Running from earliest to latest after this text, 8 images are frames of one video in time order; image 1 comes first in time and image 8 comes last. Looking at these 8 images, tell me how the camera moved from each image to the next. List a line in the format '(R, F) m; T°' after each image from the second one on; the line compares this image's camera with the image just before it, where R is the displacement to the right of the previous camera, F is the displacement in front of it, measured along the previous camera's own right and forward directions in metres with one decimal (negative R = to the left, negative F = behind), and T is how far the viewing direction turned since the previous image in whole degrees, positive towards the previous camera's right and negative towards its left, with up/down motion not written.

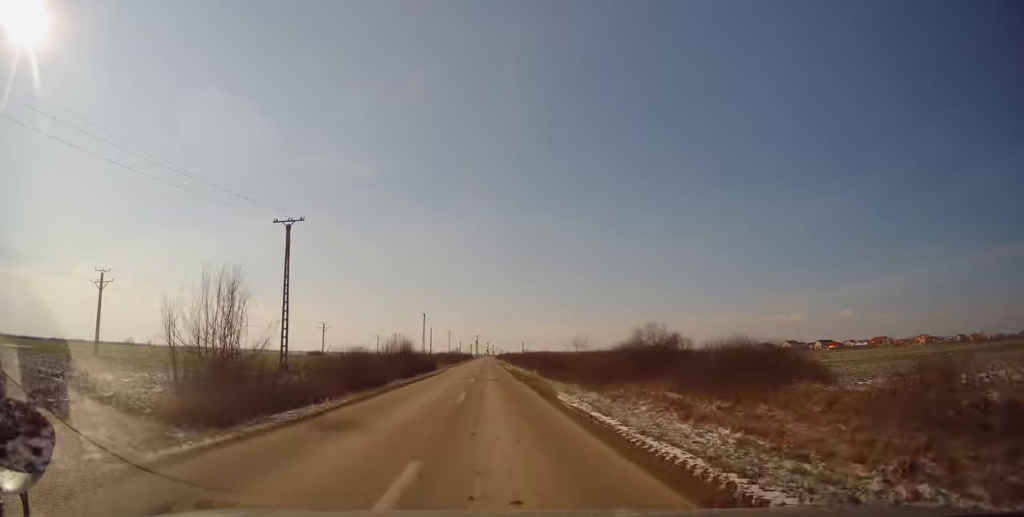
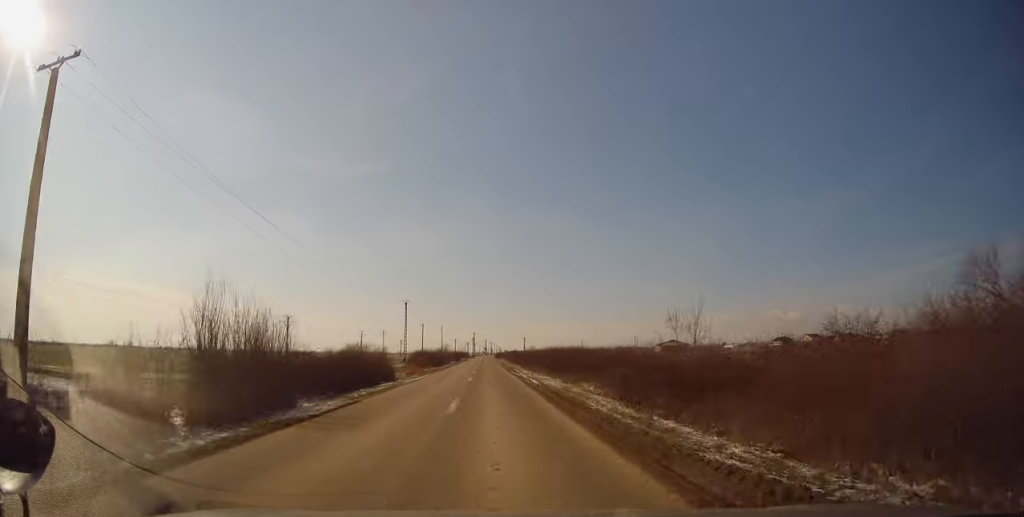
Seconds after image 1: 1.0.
(+0.3, +27.3) m; +1°
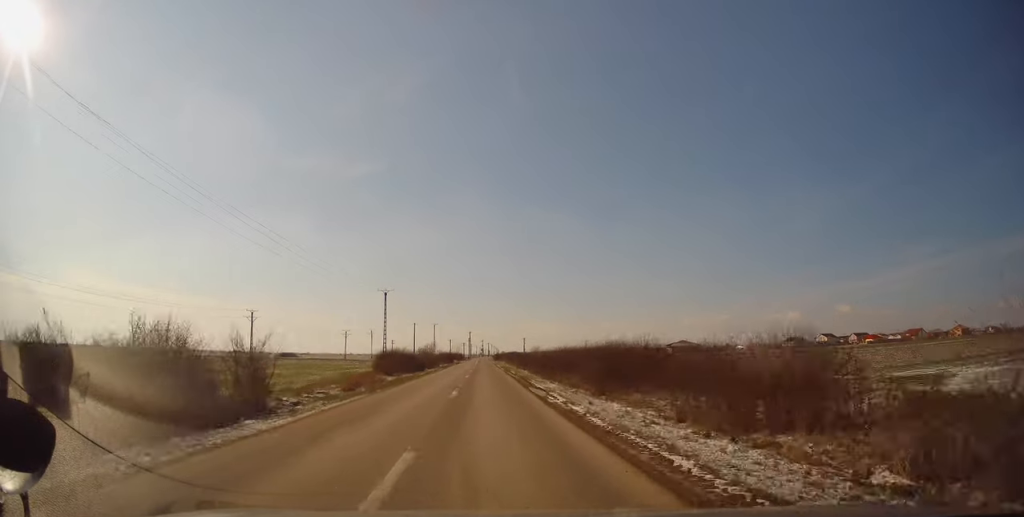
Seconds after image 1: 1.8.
(+0.1, +19.0) m; 0°
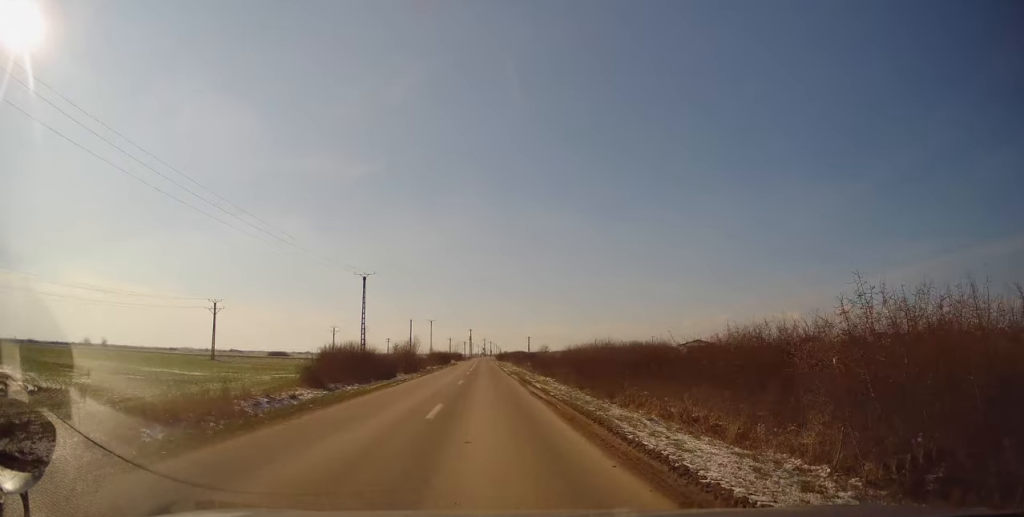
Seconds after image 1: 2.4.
(-0.1, +17.2) m; 0°
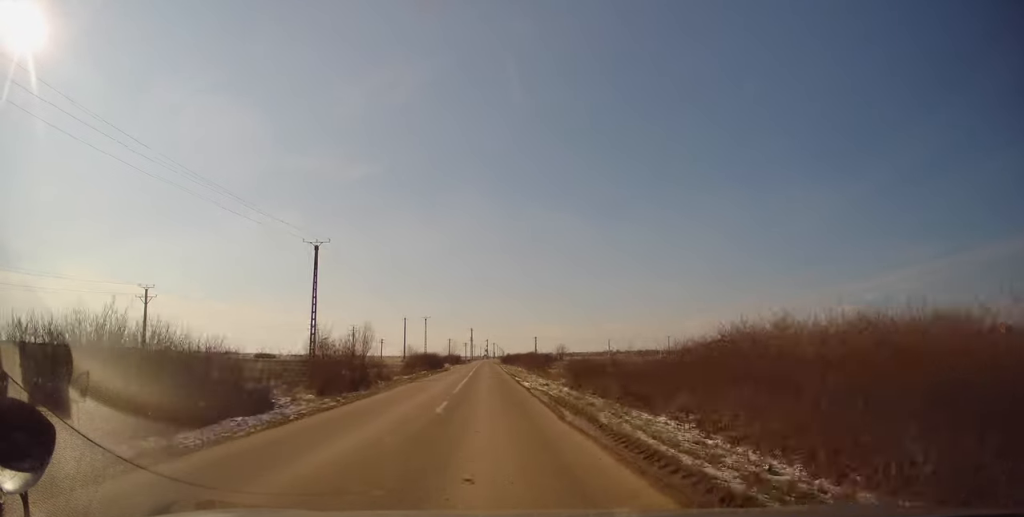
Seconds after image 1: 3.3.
(-0.1, +22.2) m; 0°
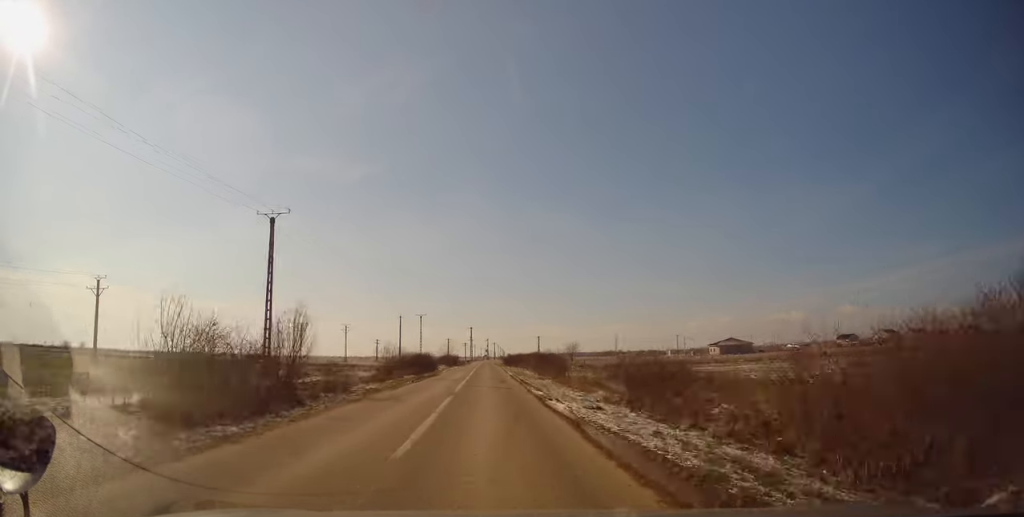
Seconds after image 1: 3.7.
(0.0, +10.9) m; 0°
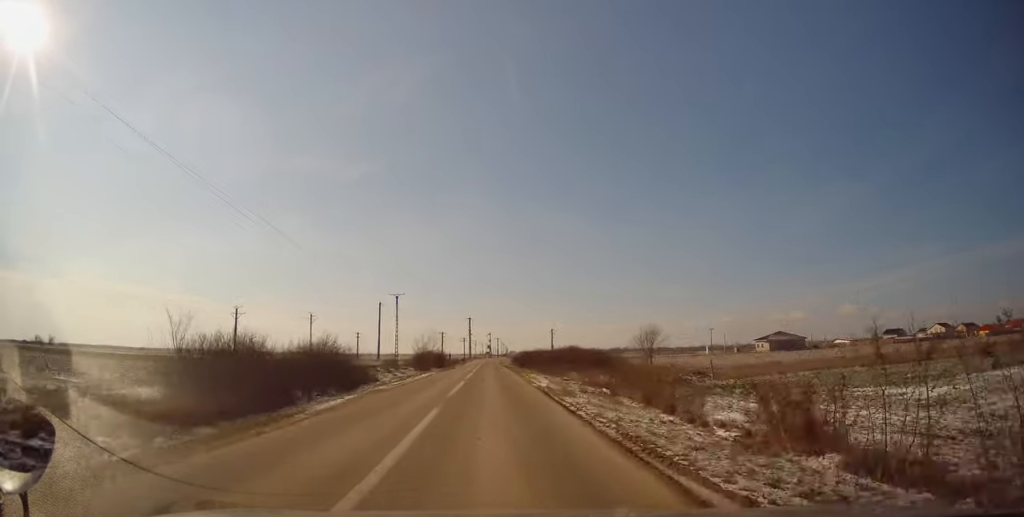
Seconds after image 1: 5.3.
(-0.2, +39.4) m; 0°
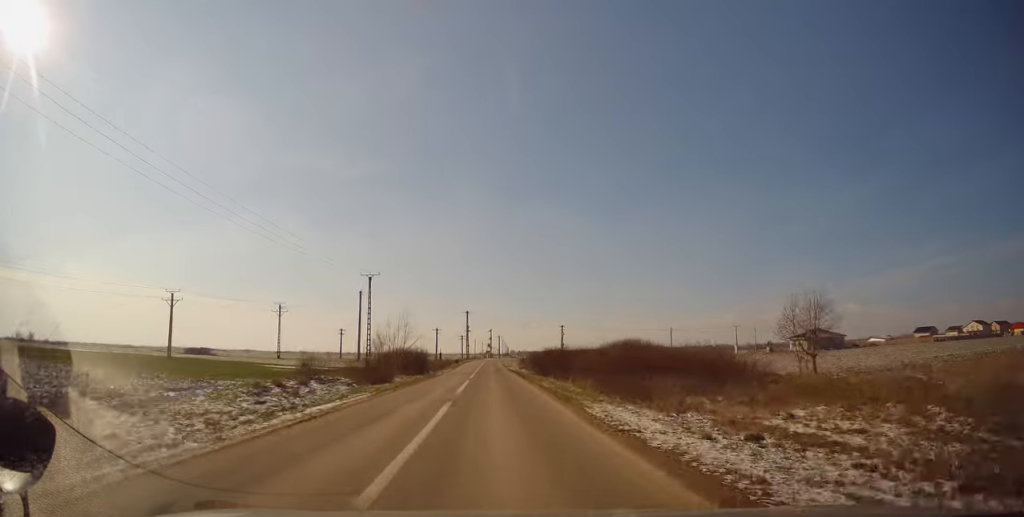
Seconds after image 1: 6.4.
(+0.4, +24.0) m; +1°
